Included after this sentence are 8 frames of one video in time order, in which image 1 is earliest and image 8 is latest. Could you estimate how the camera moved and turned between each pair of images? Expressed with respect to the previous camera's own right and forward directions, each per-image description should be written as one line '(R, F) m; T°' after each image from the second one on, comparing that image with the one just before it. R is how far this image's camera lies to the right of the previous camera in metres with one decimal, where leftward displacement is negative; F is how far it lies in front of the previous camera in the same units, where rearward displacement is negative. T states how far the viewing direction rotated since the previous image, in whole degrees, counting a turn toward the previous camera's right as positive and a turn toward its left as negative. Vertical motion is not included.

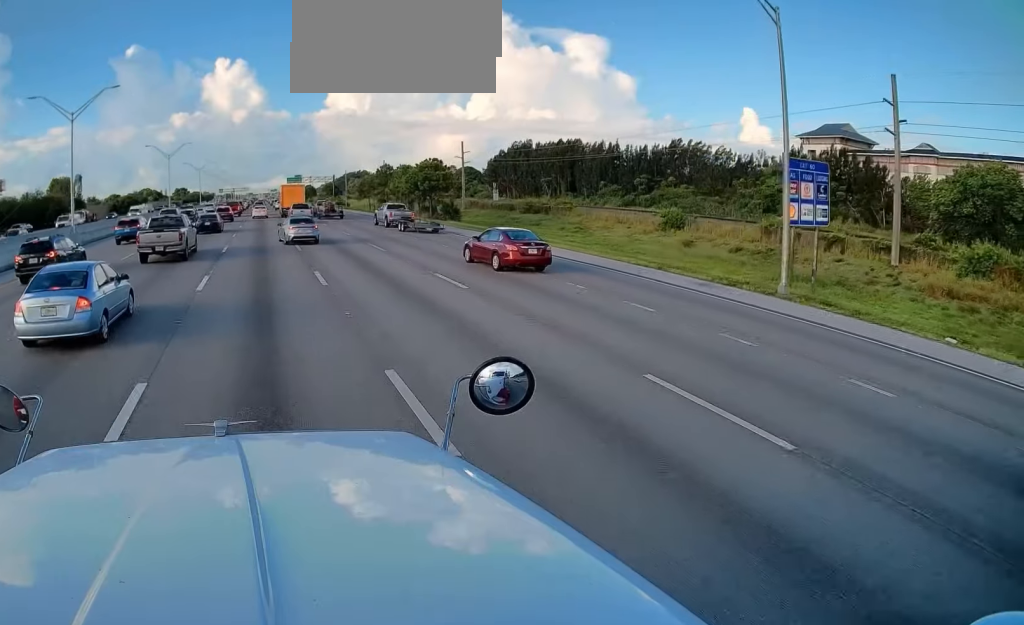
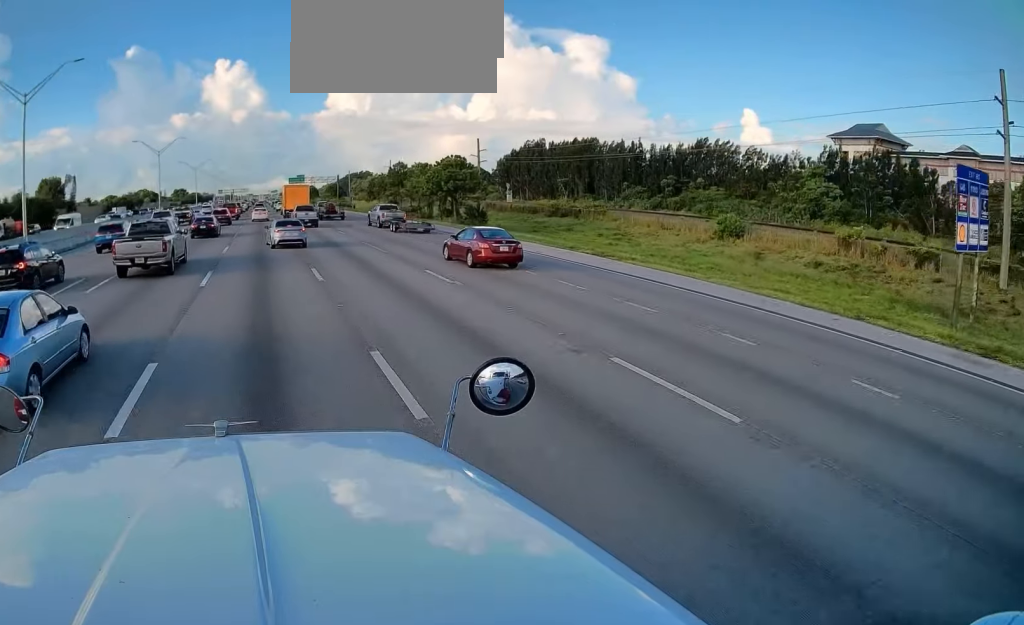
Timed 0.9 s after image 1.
(0.0, +12.0) m; 0°
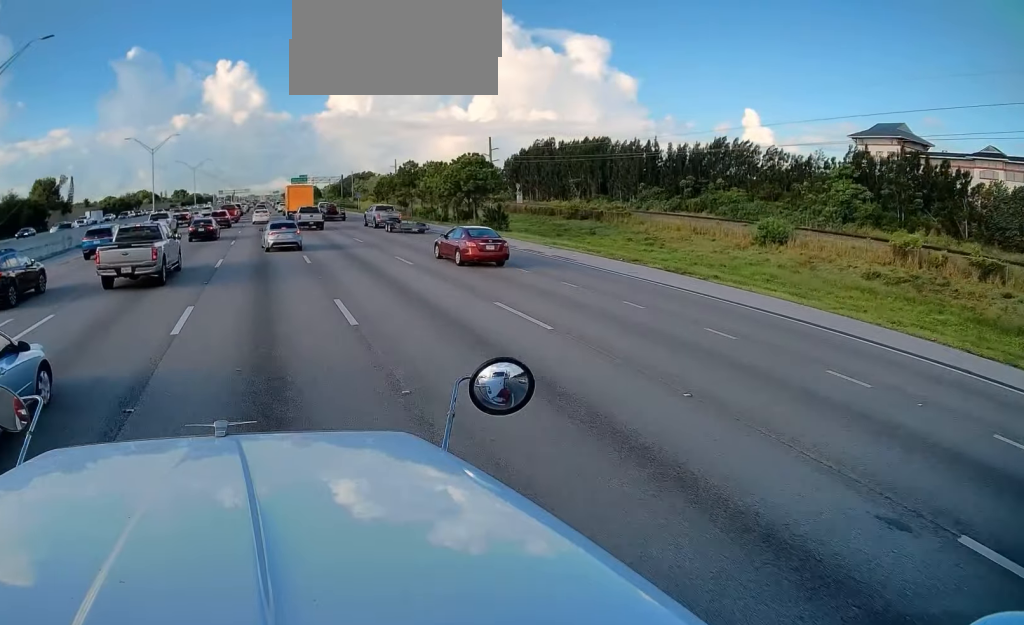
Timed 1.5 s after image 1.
(0.0, +7.2) m; 0°
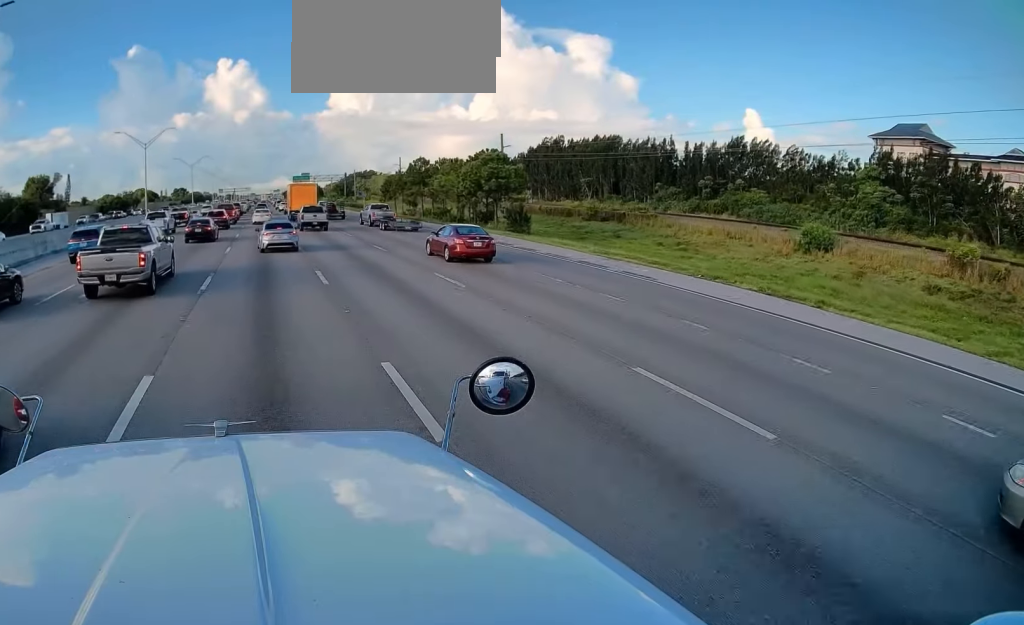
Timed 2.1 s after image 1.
(0.0, +6.9) m; 0°
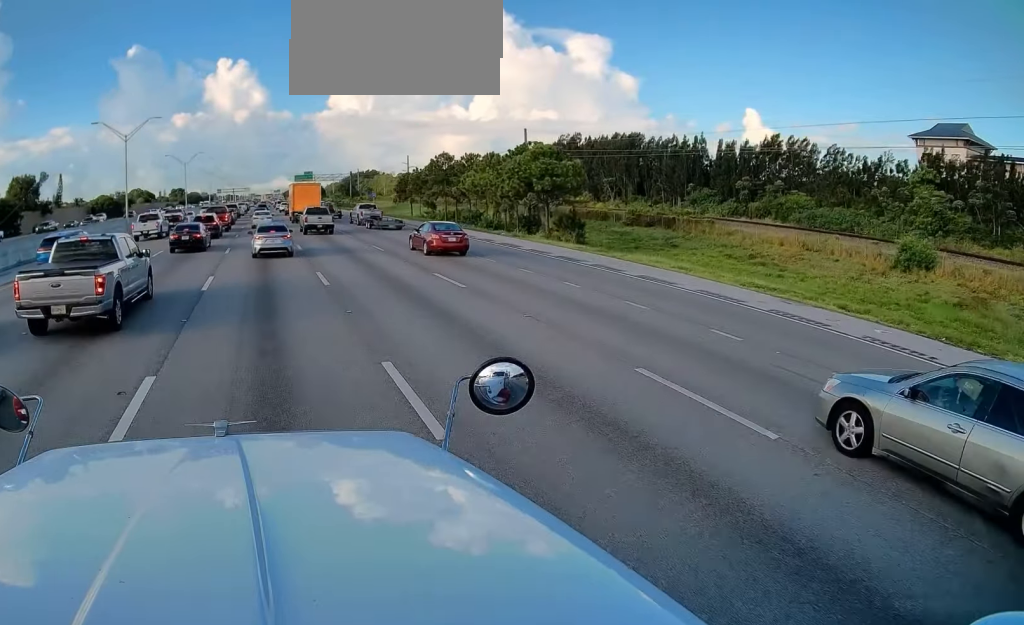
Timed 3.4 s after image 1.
(0.0, +12.7) m; +1°
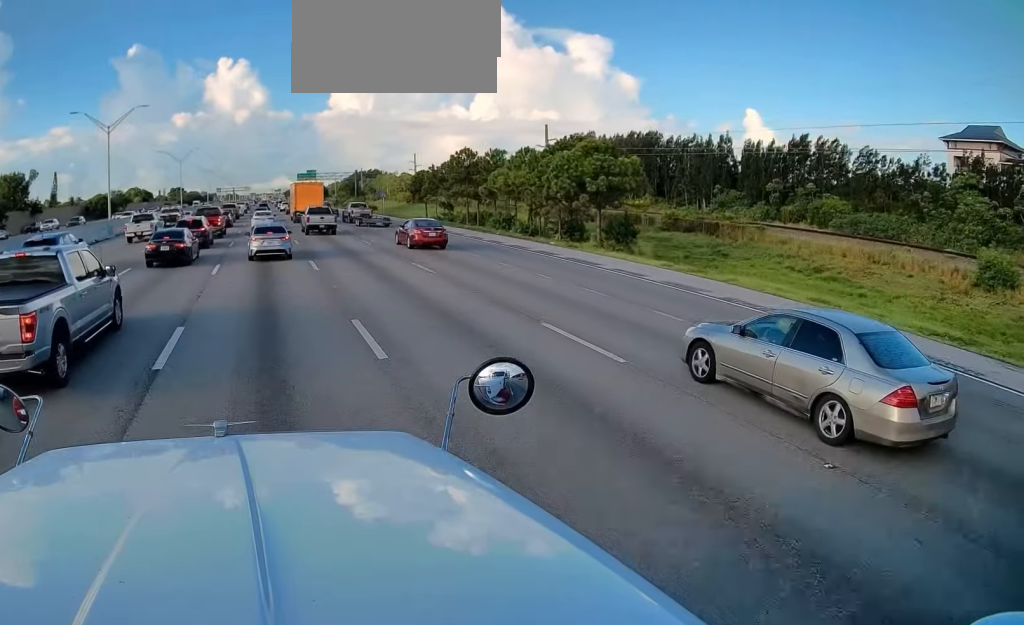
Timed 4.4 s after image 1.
(+0.1, +9.9) m; +2°
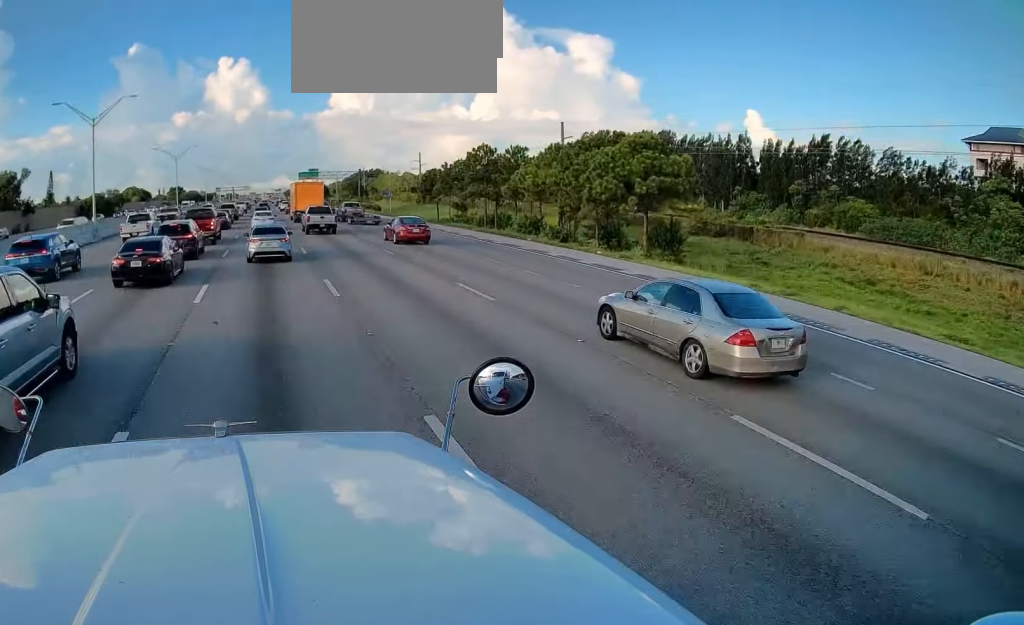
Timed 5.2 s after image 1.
(+0.2, +6.5) m; 0°
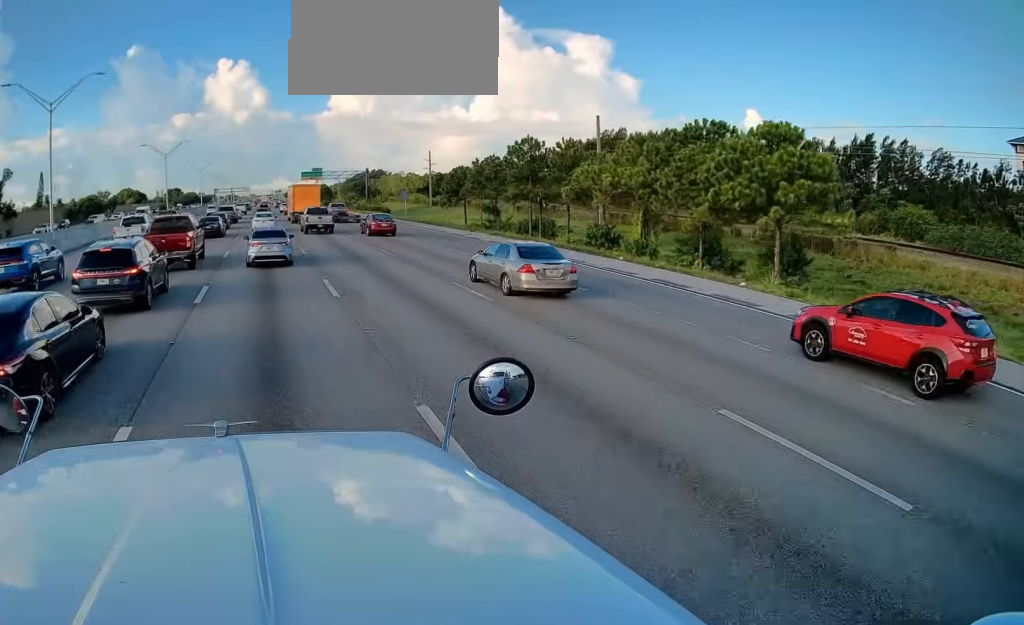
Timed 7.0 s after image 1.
(-0.6, +12.8) m; -3°
